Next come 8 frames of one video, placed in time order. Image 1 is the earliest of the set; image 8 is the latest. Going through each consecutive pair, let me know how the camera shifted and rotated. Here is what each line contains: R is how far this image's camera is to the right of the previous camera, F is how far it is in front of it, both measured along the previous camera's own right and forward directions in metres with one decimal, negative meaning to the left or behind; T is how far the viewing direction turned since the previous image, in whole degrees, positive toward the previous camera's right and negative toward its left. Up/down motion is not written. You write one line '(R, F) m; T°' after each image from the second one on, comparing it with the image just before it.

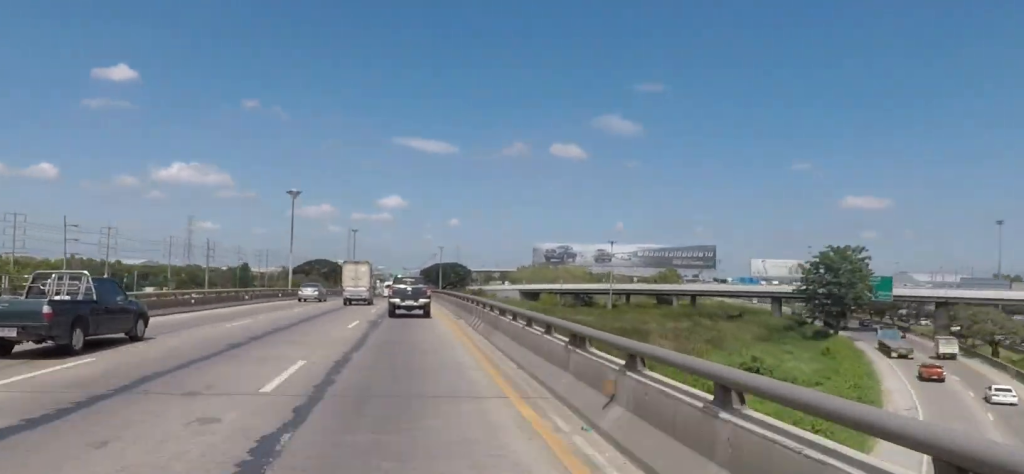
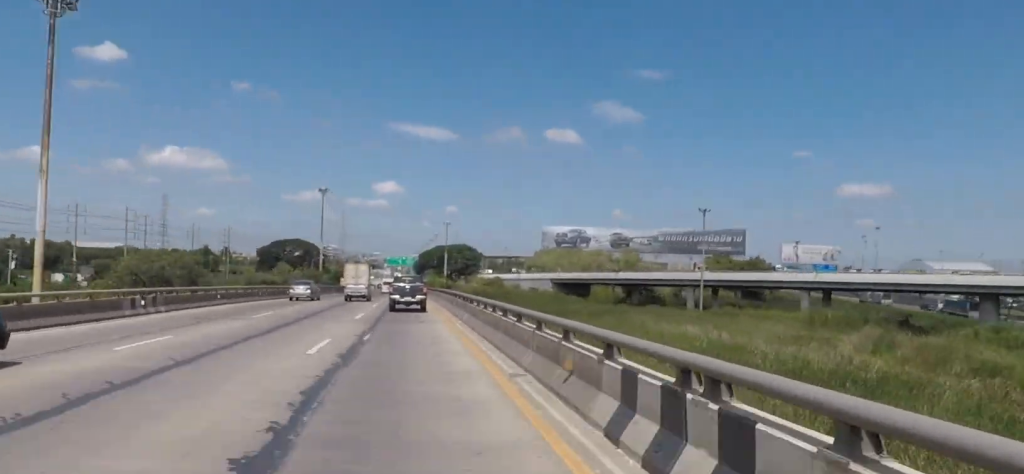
(0.0, +58.8) m; +1°
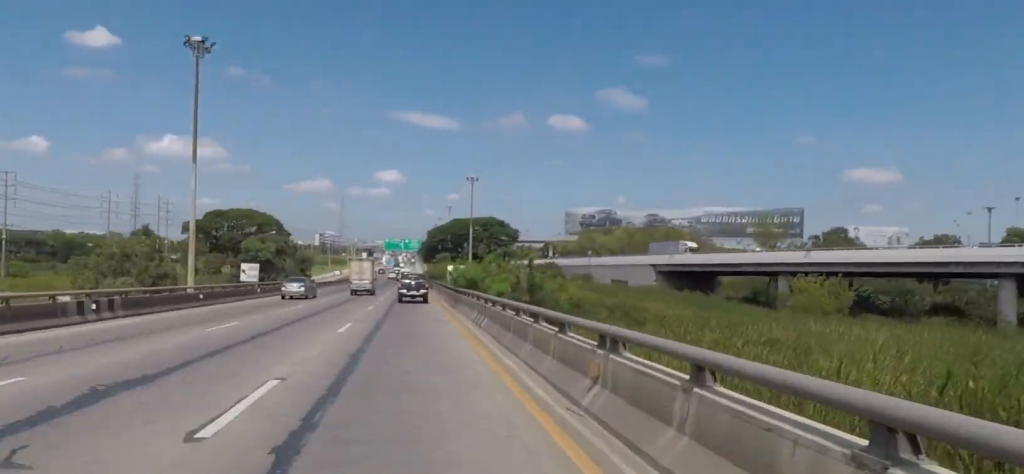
(+0.7, +69.0) m; +1°
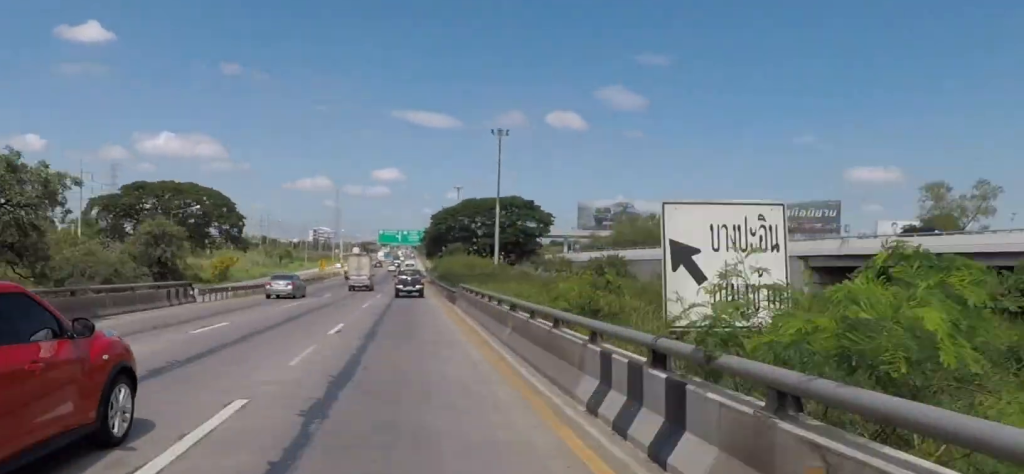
(+0.7, +36.7) m; 0°
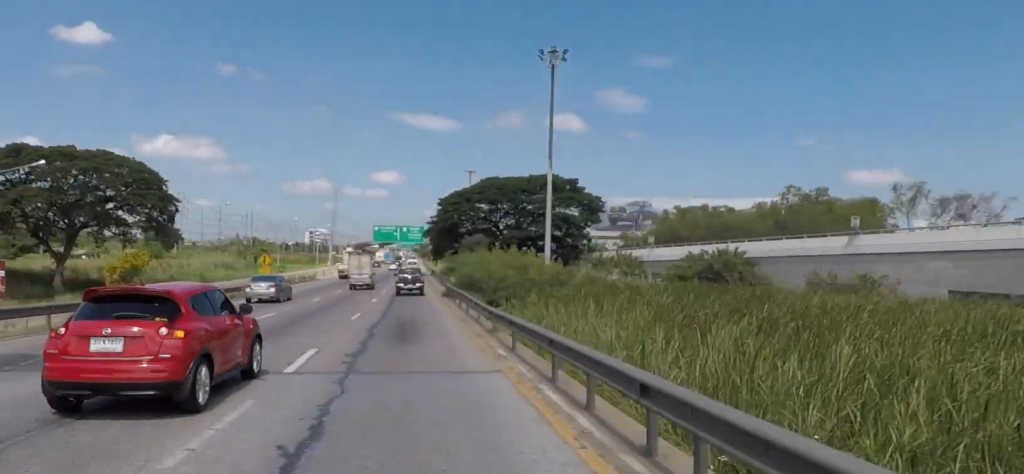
(-0.5, +28.5) m; 0°
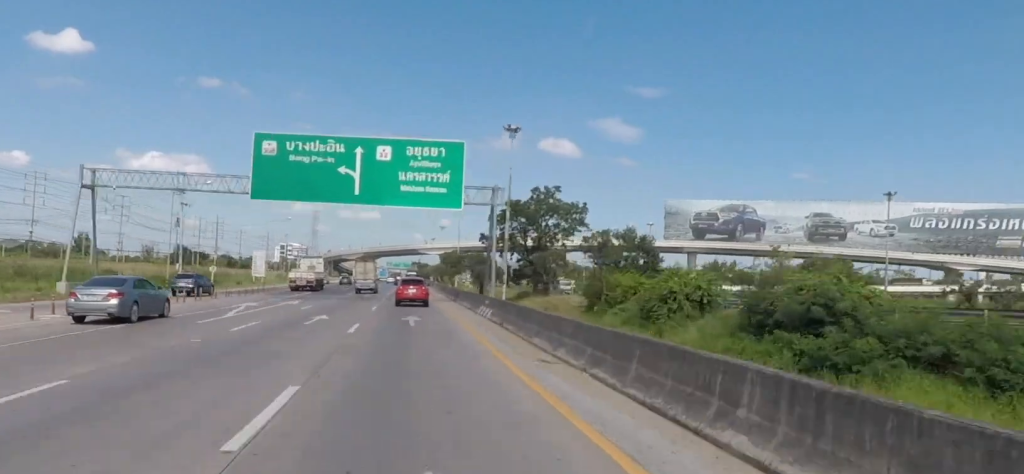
(-0.2, +122.6) m; 0°
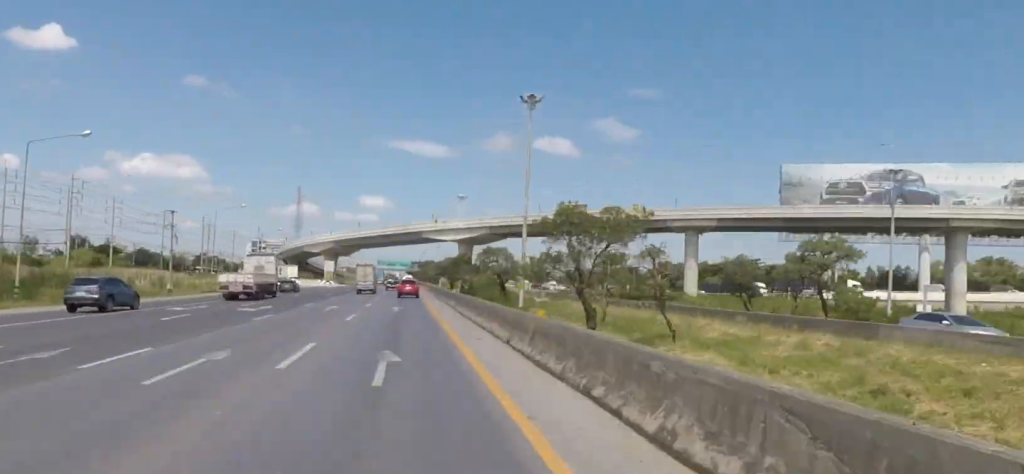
(-1.9, +91.5) m; -2°
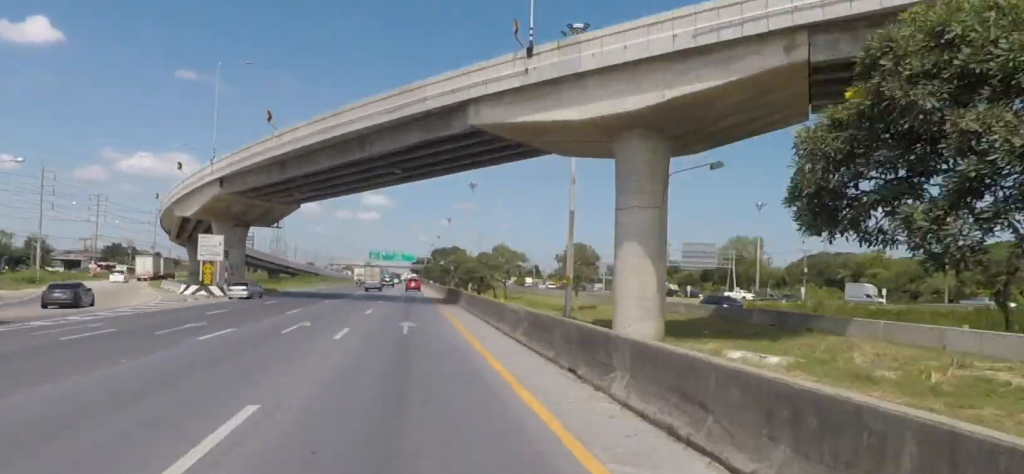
(+0.5, +97.4) m; +1°
